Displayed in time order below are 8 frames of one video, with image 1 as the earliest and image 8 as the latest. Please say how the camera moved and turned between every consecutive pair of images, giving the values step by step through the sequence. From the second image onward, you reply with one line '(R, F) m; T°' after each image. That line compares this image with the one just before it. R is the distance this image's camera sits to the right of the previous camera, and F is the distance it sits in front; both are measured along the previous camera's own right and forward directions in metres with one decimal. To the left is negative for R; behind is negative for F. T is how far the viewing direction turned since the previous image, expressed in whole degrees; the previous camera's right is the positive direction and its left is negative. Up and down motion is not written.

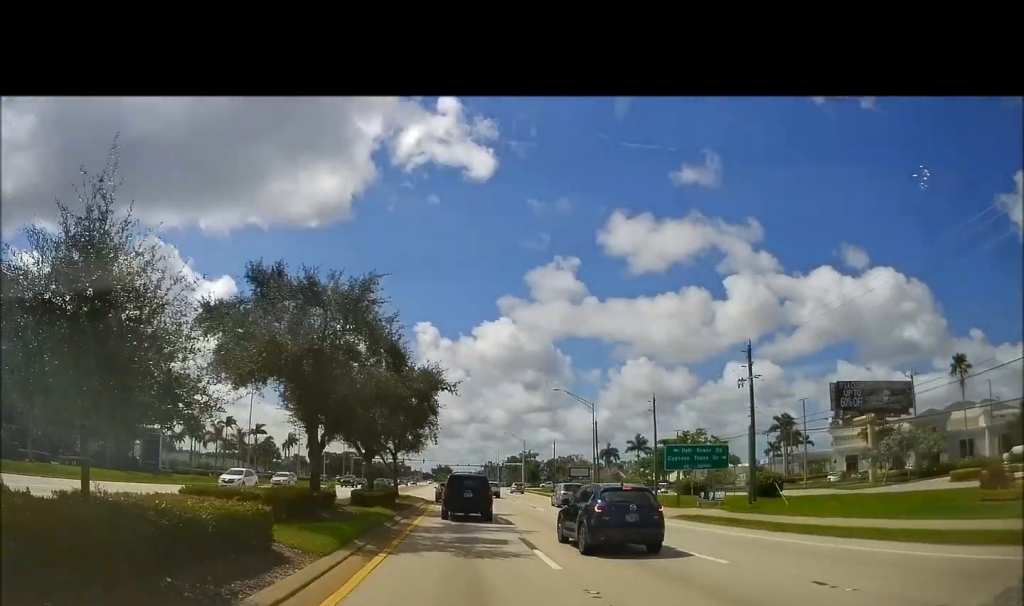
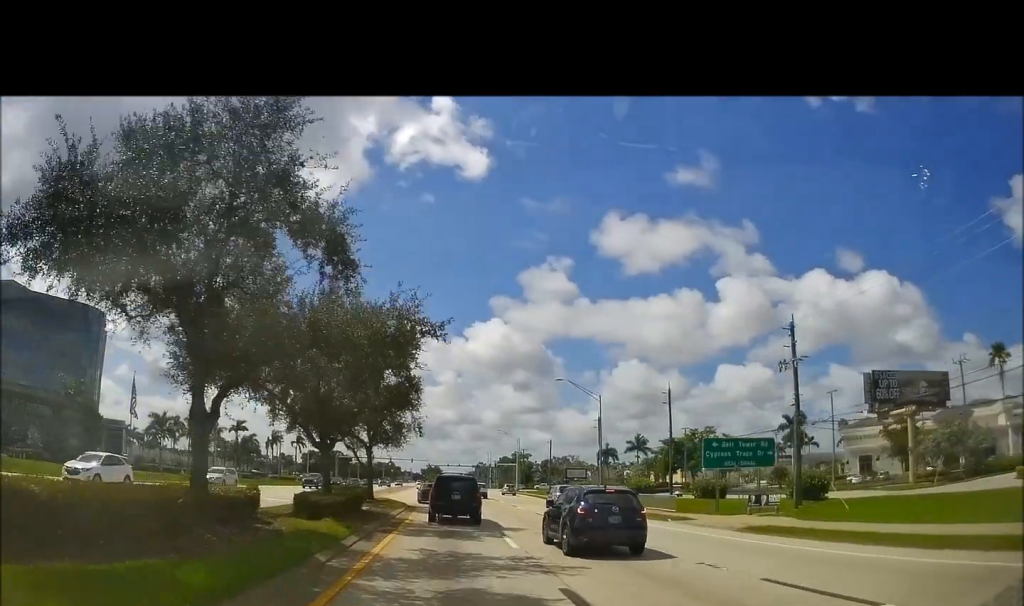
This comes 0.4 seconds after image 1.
(-0.1, +8.7) m; +1°
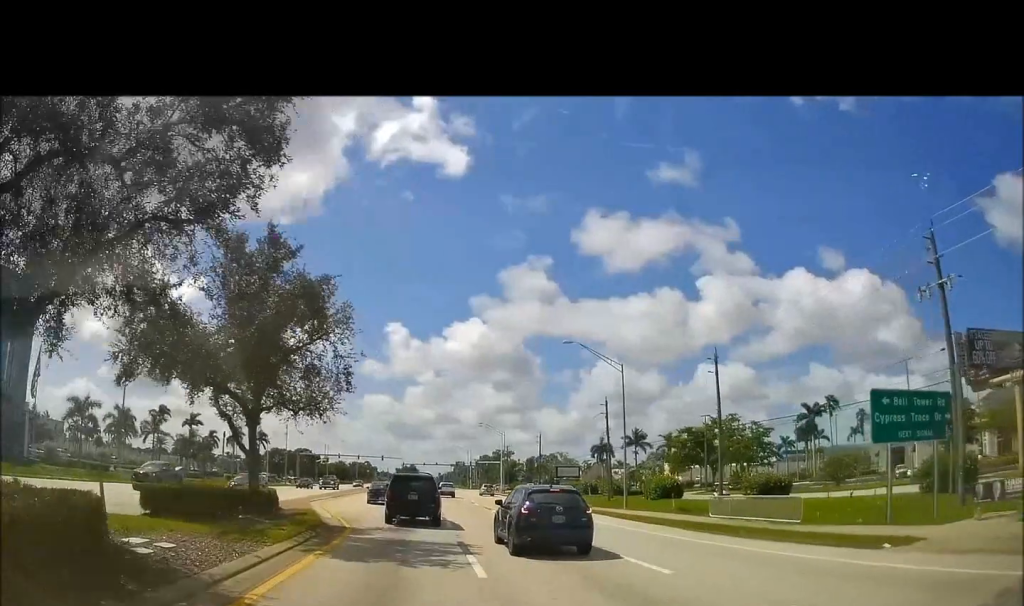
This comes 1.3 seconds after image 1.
(+0.4, +17.7) m; +1°
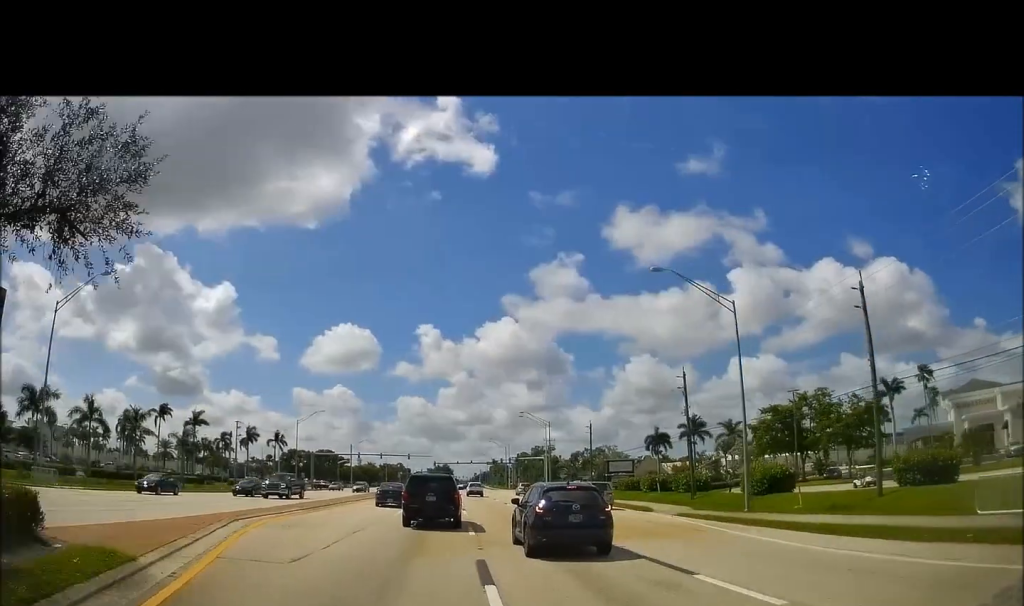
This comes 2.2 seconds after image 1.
(+0.1, +16.3) m; 0°
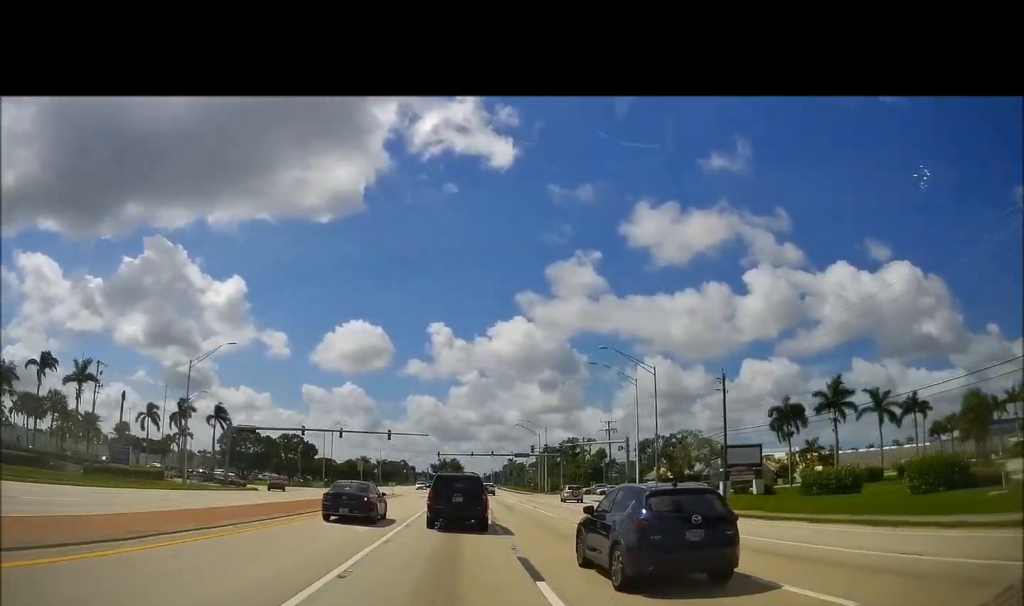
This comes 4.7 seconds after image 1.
(-1.2, +47.3) m; -3°
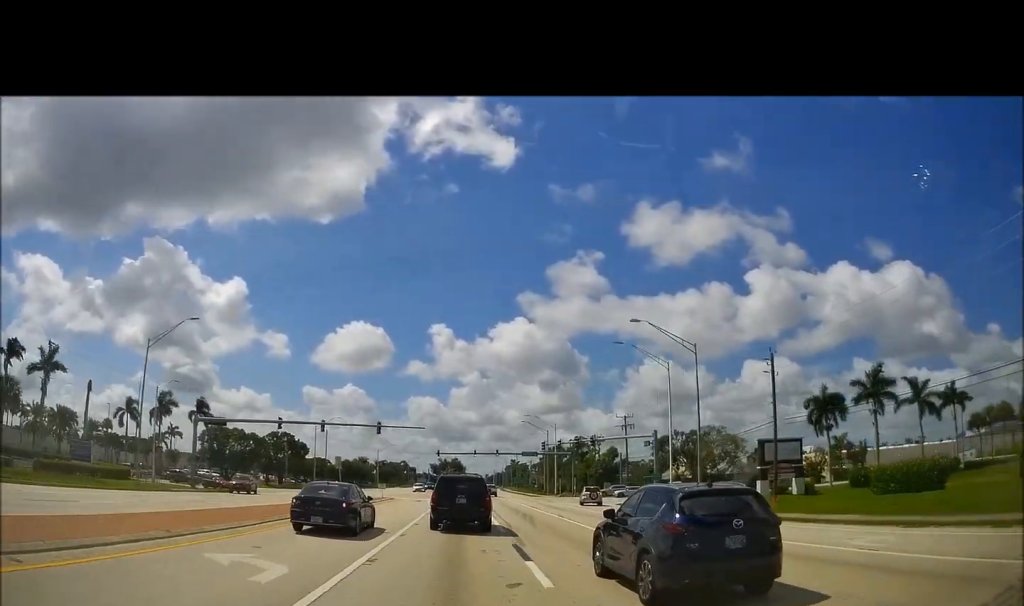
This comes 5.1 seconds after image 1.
(0.0, +9.0) m; 0°
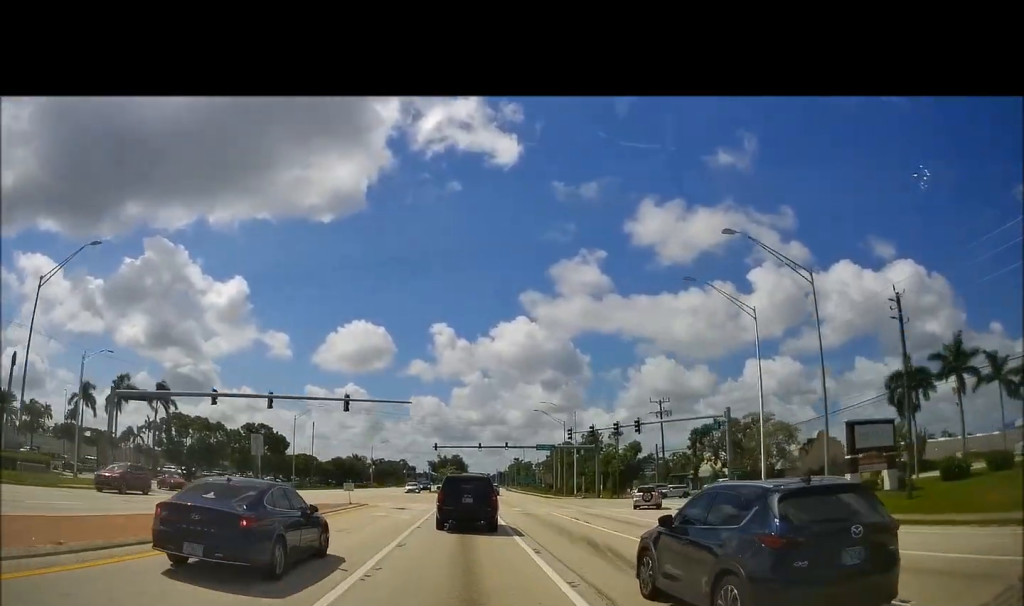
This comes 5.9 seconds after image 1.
(0.0, +15.6) m; 0°
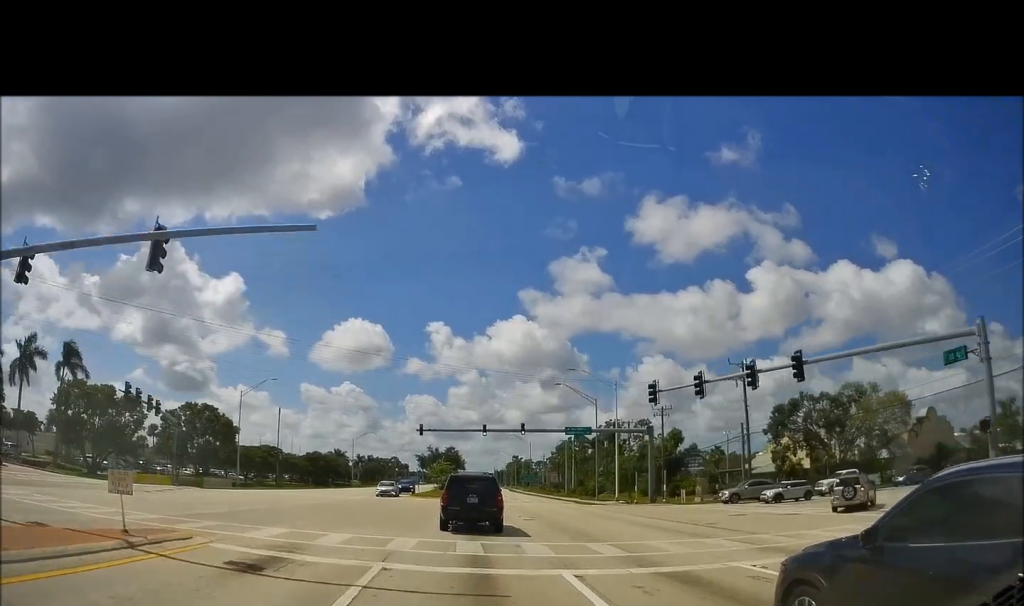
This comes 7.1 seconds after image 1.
(0.0, +23.9) m; 0°
